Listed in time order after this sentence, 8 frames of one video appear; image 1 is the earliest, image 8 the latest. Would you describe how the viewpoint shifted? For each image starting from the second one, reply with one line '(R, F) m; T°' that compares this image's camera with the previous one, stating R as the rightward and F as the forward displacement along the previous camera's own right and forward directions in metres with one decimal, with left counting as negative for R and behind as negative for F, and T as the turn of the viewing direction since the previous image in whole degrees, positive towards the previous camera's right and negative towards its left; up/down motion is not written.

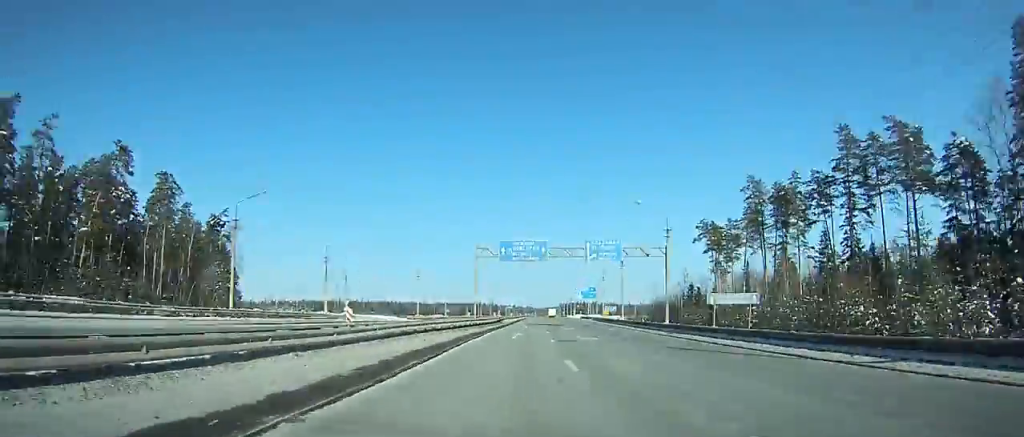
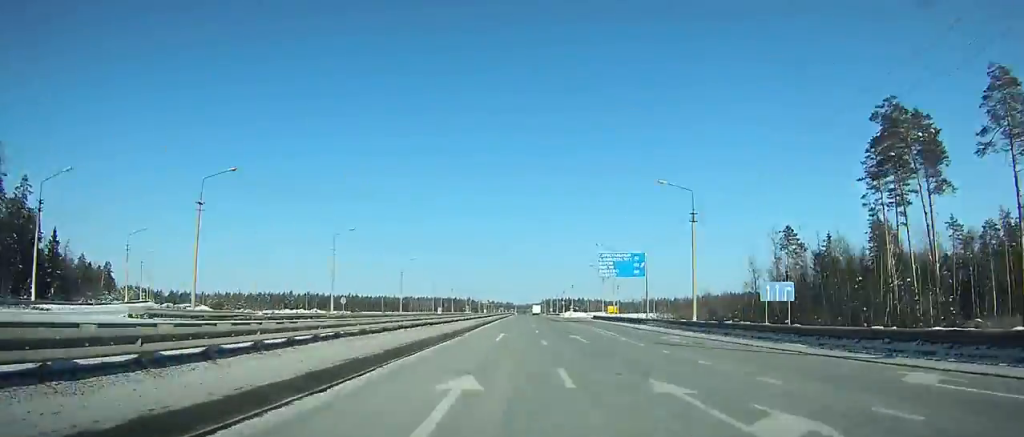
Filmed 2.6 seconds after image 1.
(+1.7, +76.1) m; +2°
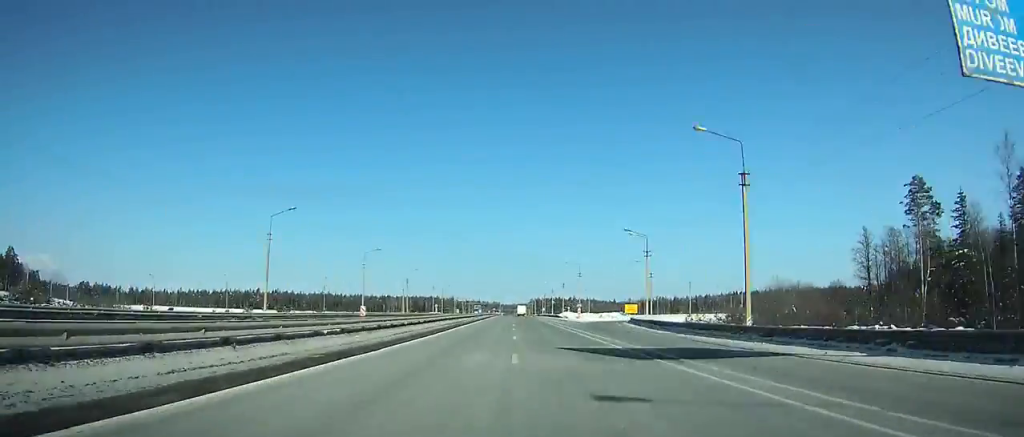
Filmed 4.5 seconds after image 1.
(+0.5, +54.9) m; +1°
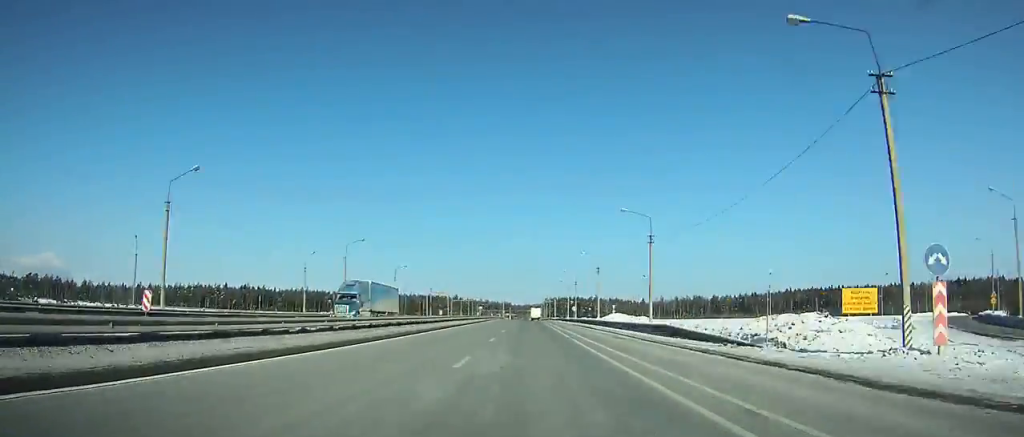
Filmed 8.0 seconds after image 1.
(+0.1, +98.5) m; 0°
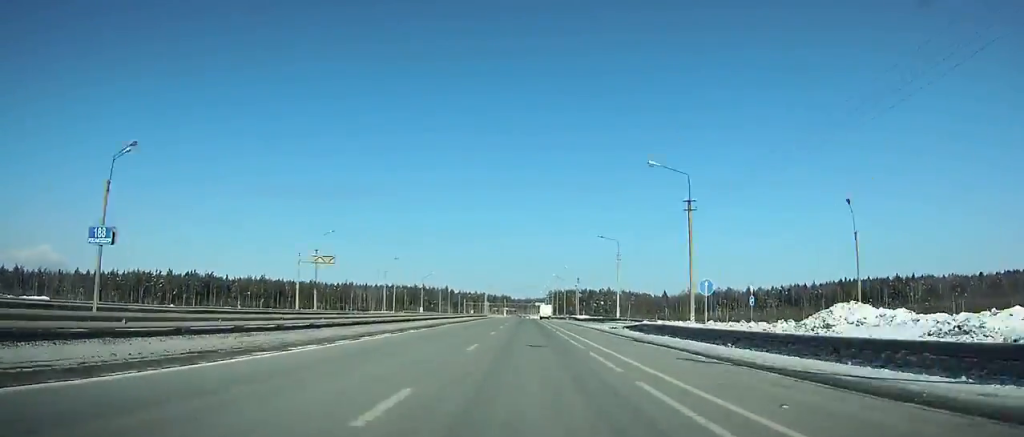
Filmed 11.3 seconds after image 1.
(-0.7, +91.0) m; 0°
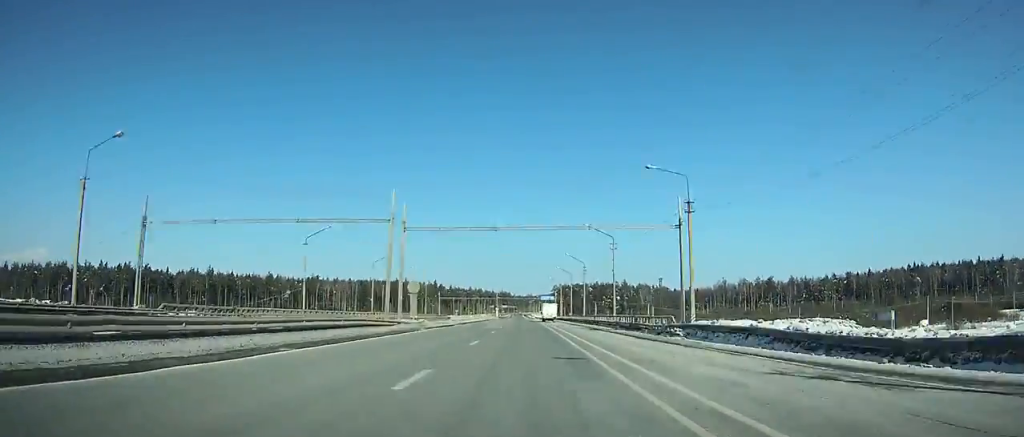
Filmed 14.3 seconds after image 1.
(0.0, +81.4) m; 0°
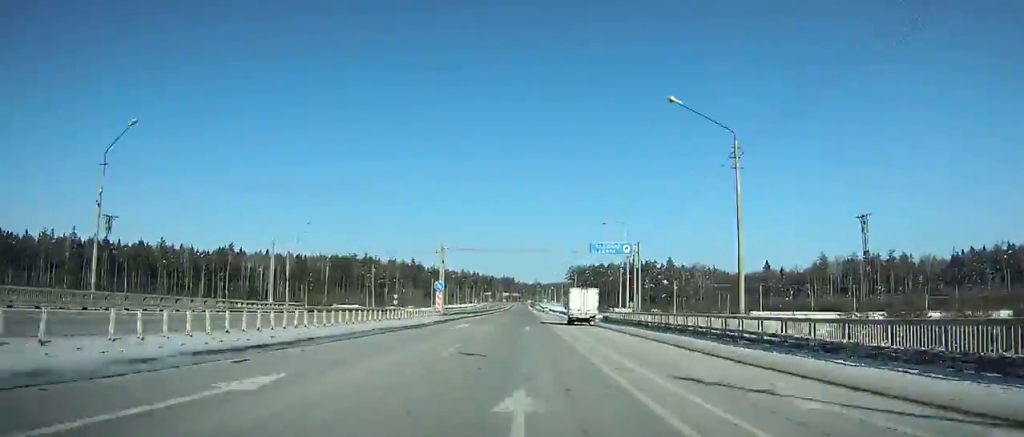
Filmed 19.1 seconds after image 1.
(-0.7, +128.1) m; -1°
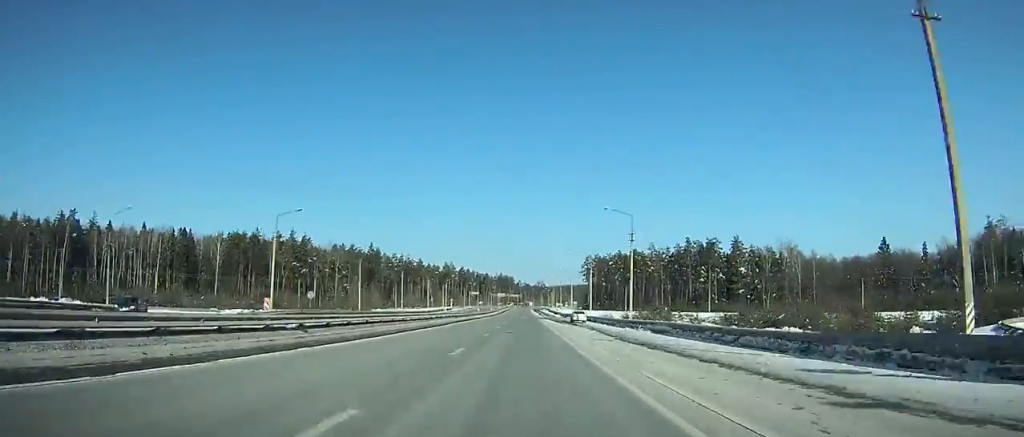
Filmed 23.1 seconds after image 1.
(-0.2, +105.3) m; 0°
